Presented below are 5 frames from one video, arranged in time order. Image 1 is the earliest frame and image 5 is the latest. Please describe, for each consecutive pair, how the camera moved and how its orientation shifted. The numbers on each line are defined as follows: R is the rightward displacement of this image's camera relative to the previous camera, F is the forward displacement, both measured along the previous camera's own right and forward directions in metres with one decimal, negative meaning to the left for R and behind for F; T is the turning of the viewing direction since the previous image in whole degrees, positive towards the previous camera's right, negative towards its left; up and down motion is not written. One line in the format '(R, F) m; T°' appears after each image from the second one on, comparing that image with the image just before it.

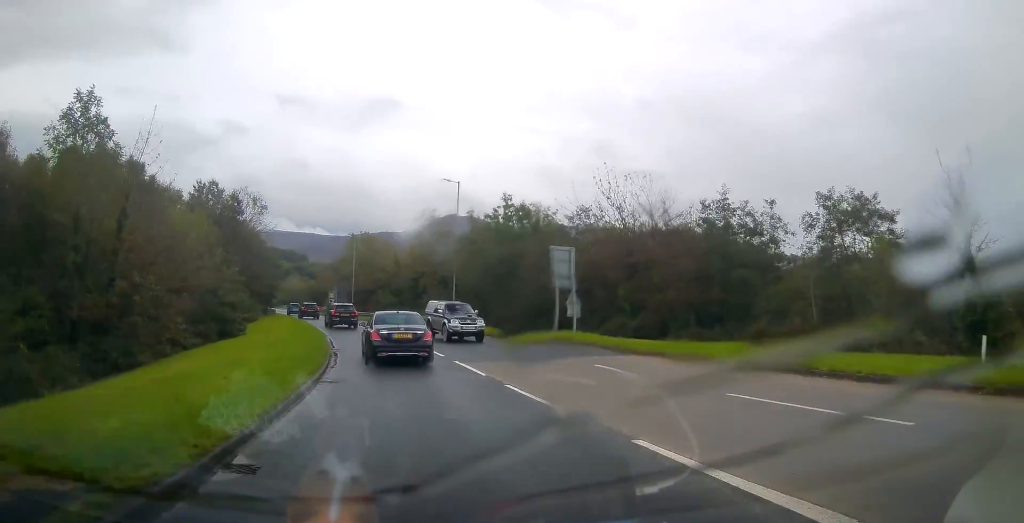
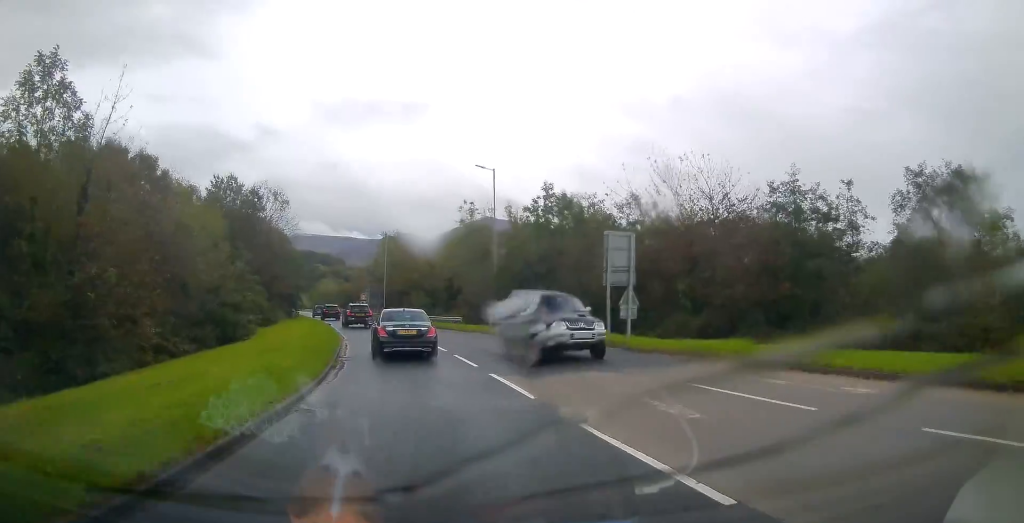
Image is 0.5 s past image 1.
(-0.1, +4.2) m; -3°
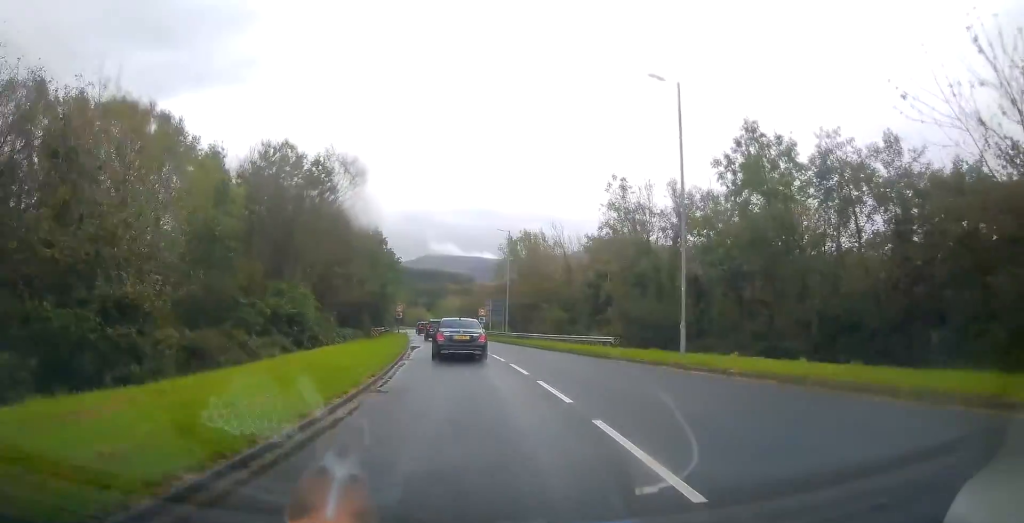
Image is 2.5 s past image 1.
(-1.8, +16.9) m; -12°
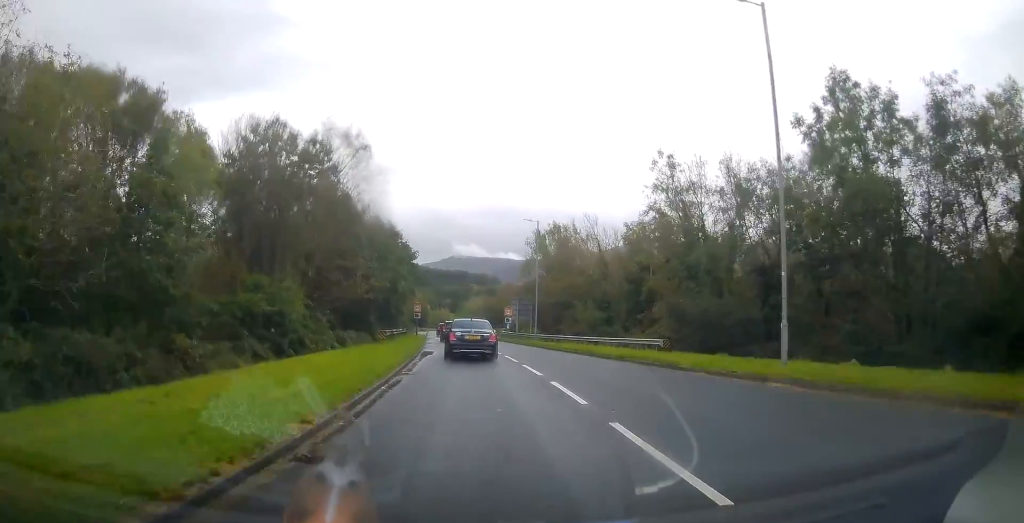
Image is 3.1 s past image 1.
(-0.3, +6.0) m; -3°
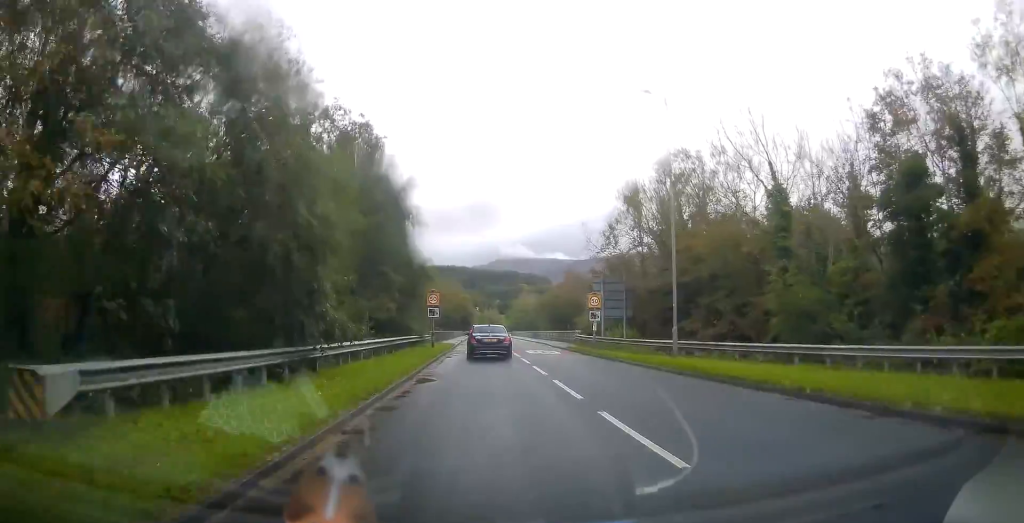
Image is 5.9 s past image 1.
(-1.4, +28.5) m; -4°
